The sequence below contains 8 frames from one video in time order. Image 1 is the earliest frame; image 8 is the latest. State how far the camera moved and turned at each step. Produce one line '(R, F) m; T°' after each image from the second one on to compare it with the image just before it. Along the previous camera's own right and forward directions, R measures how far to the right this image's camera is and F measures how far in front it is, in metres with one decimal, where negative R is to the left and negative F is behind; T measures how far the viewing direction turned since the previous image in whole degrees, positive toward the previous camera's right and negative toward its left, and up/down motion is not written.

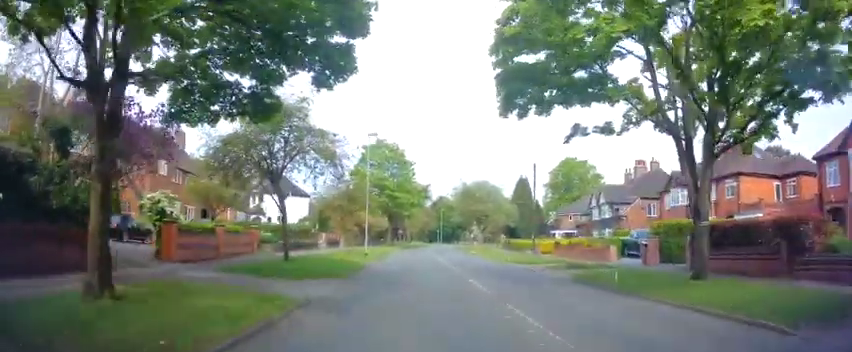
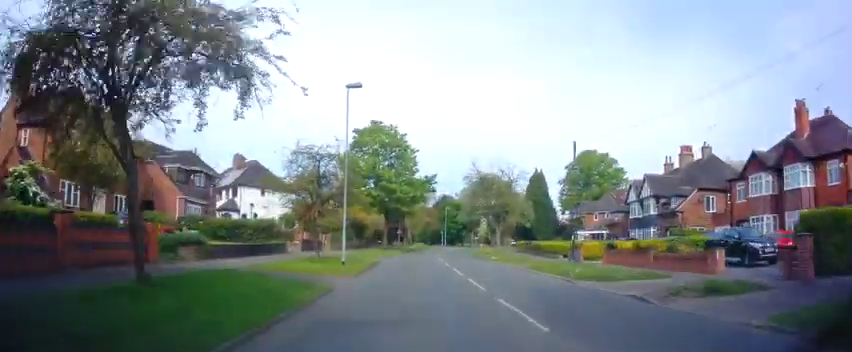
(+0.4, +10.9) m; +1°
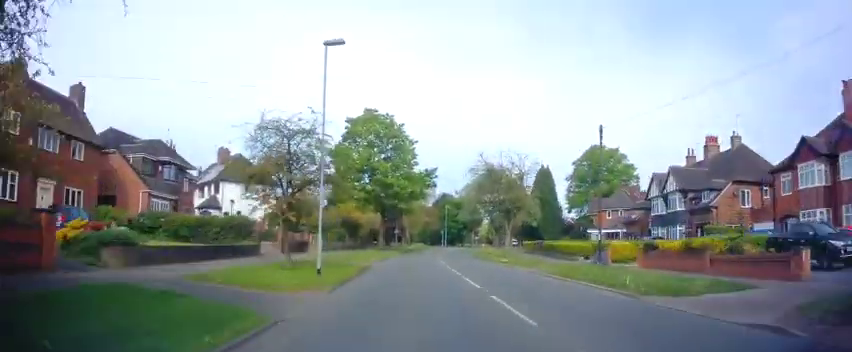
(+0.3, +5.3) m; 0°
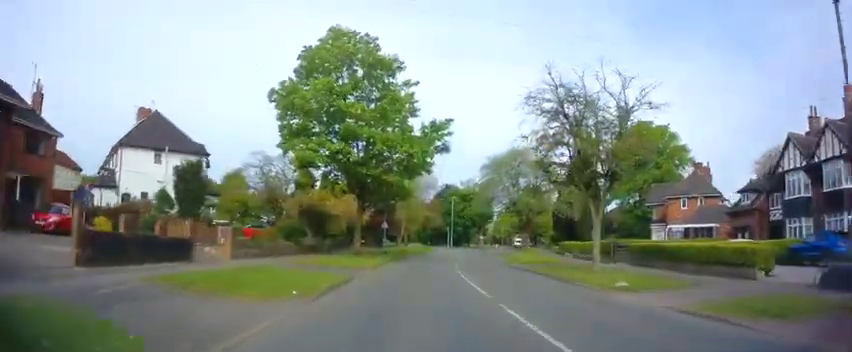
(-0.6, +19.1) m; 0°
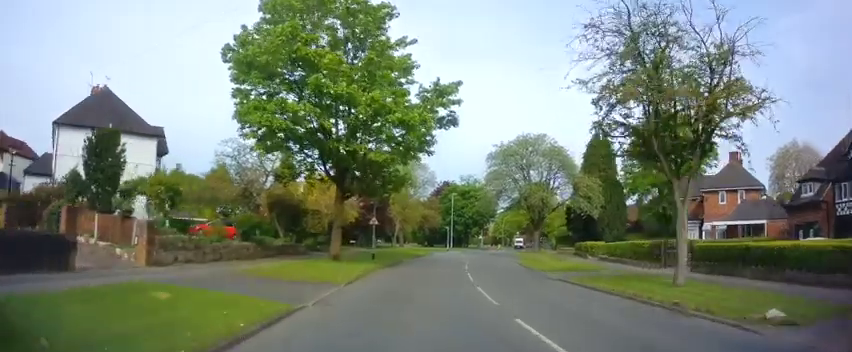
(+0.1, +7.0) m; +1°
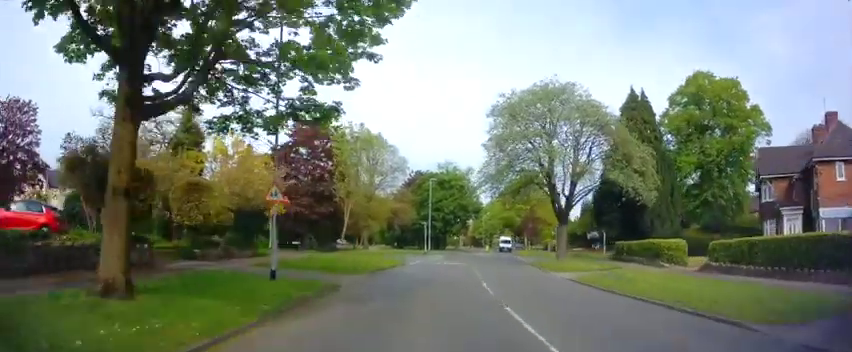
(+0.4, +16.6) m; +2°
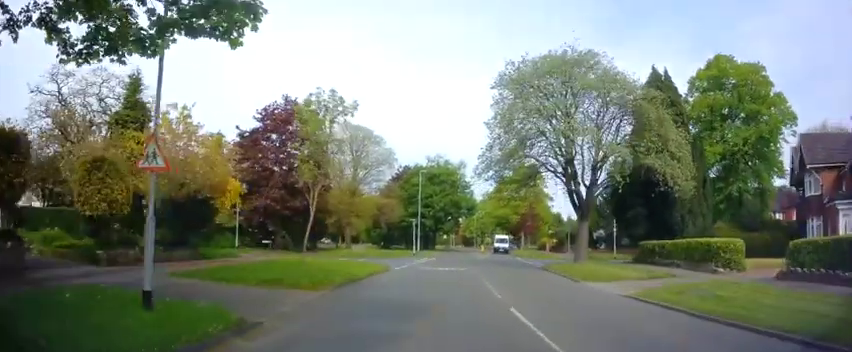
(+0.1, +5.9) m; +1°
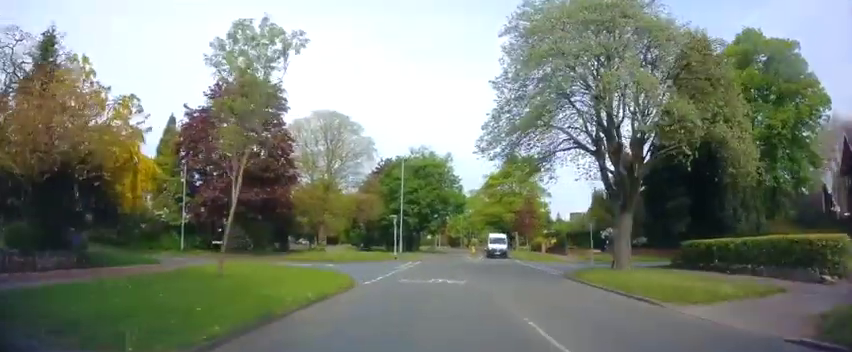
(-0.2, +7.0) m; +1°
